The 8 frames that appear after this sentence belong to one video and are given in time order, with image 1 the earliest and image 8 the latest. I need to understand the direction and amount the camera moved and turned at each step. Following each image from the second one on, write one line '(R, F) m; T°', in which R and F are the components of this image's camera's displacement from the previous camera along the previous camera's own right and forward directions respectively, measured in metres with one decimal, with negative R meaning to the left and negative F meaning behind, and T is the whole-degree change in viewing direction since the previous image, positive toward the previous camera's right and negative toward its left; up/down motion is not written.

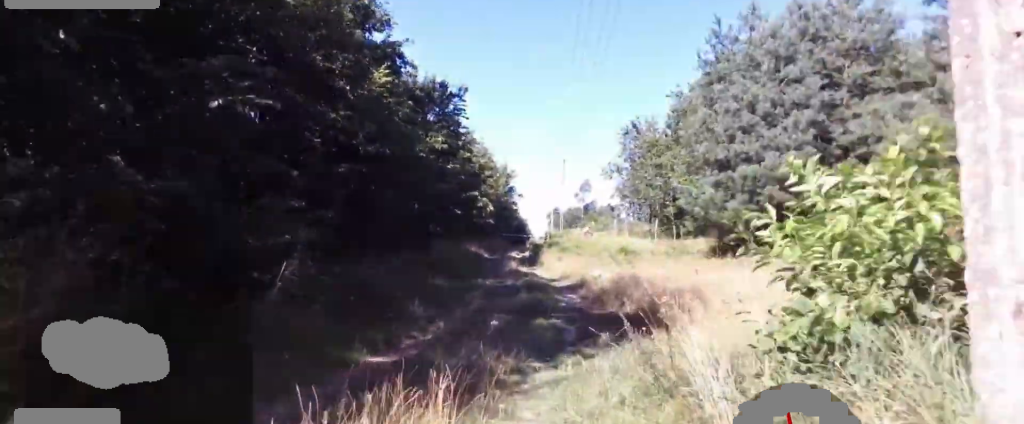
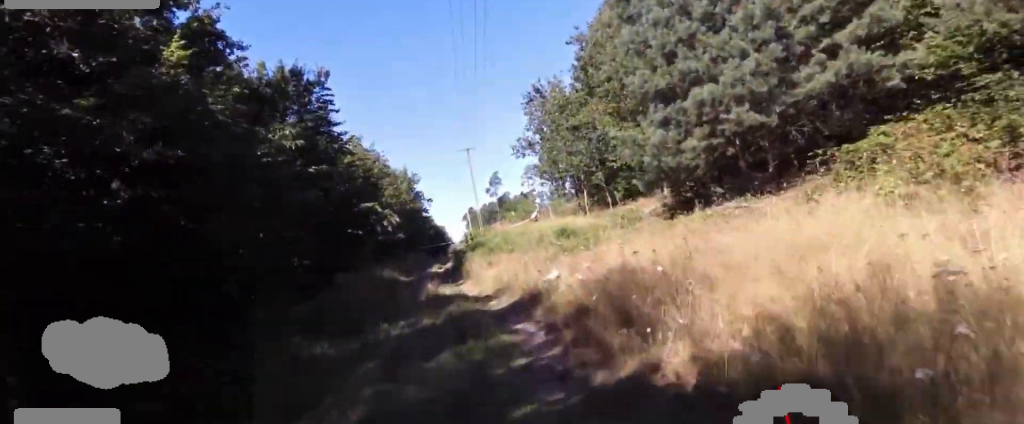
(-0.6, +5.2) m; -2°
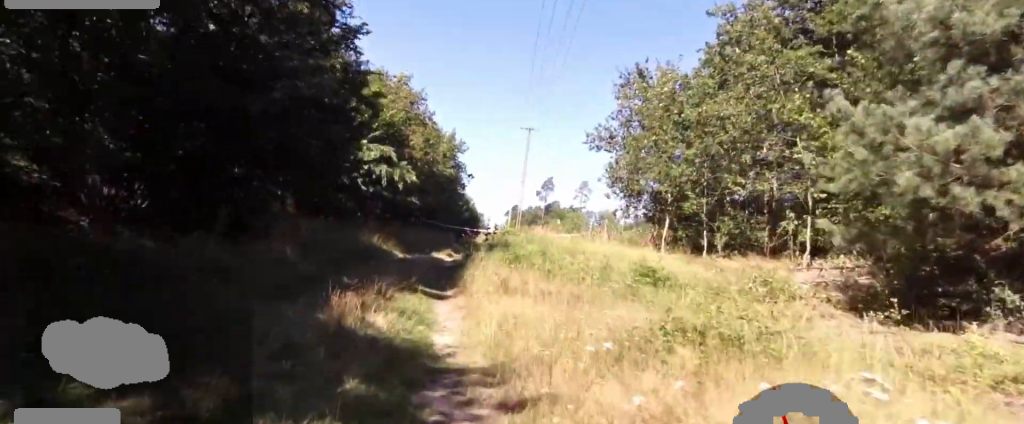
(+1.2, +9.0) m; +8°
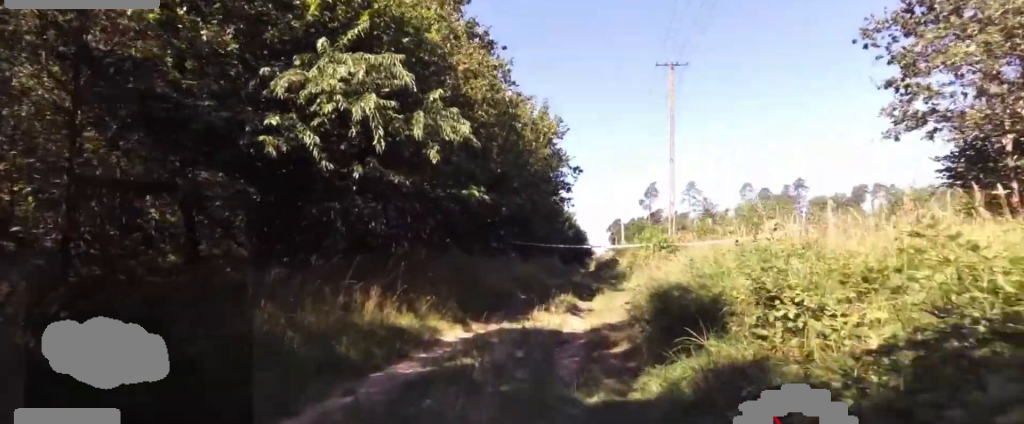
(-1.5, +15.9) m; -15°
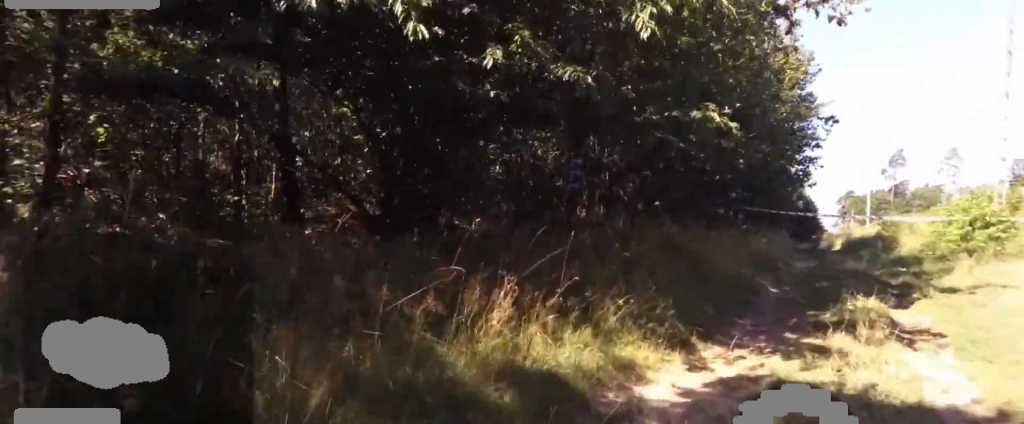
(-0.3, +4.4) m; +5°
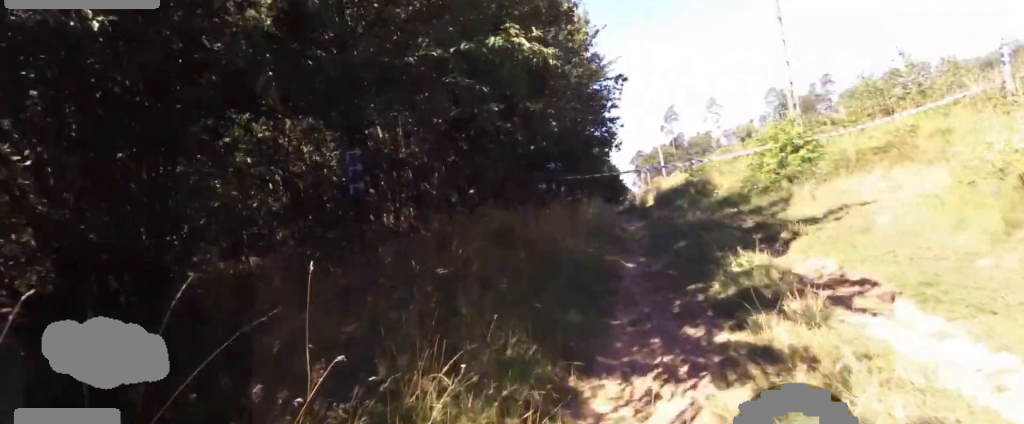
(+0.5, +2.5) m; +8°
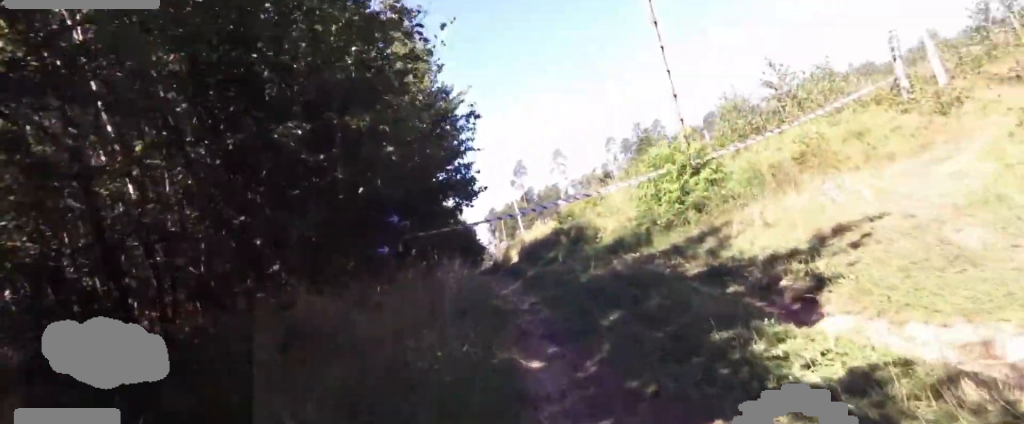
(+0.2, +3.1) m; +3°
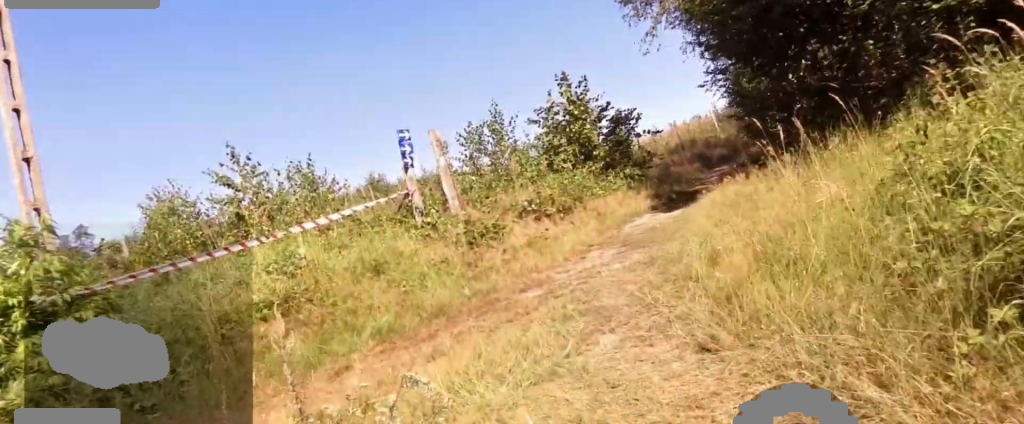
(+0.1, +4.9) m; +22°
